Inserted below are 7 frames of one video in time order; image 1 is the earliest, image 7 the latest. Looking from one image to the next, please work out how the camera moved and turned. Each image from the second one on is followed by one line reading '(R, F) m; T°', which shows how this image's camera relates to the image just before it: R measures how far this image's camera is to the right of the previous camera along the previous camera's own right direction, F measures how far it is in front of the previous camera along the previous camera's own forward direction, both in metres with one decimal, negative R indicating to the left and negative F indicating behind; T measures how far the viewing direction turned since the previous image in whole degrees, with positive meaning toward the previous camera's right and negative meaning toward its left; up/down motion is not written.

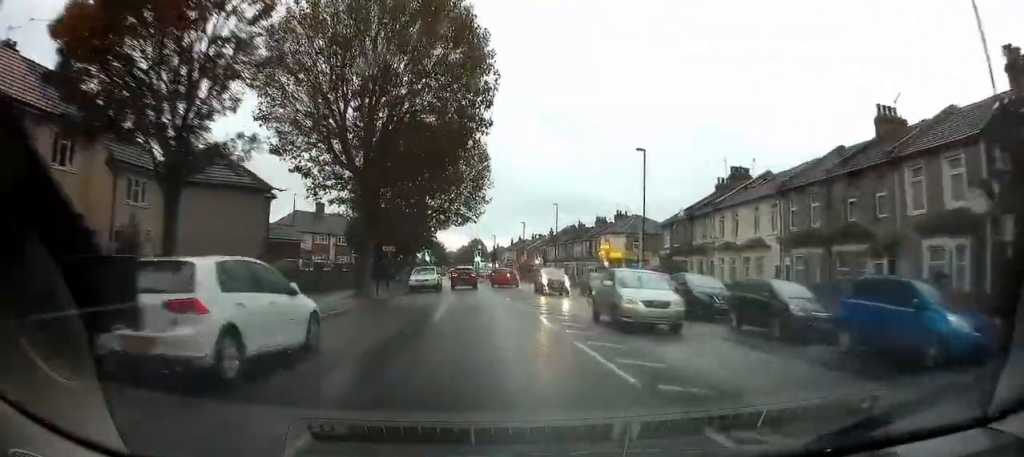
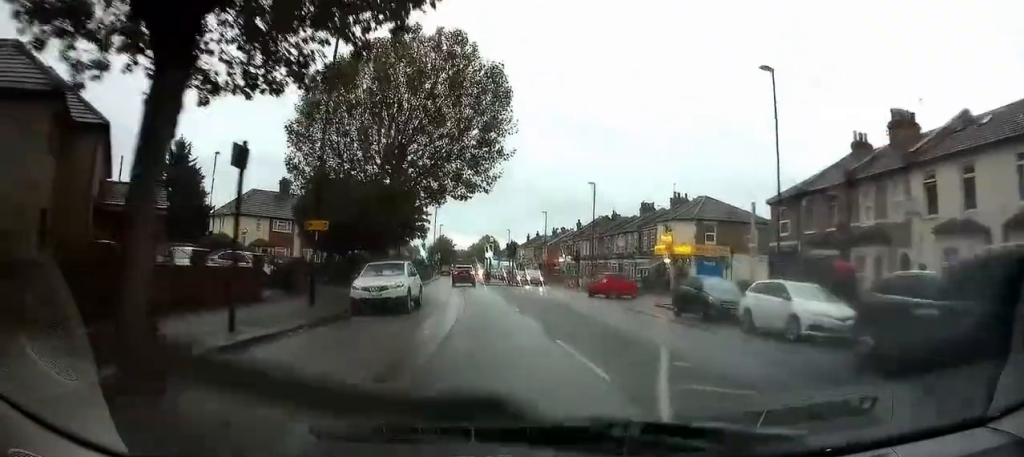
(-0.1, +17.5) m; -2°
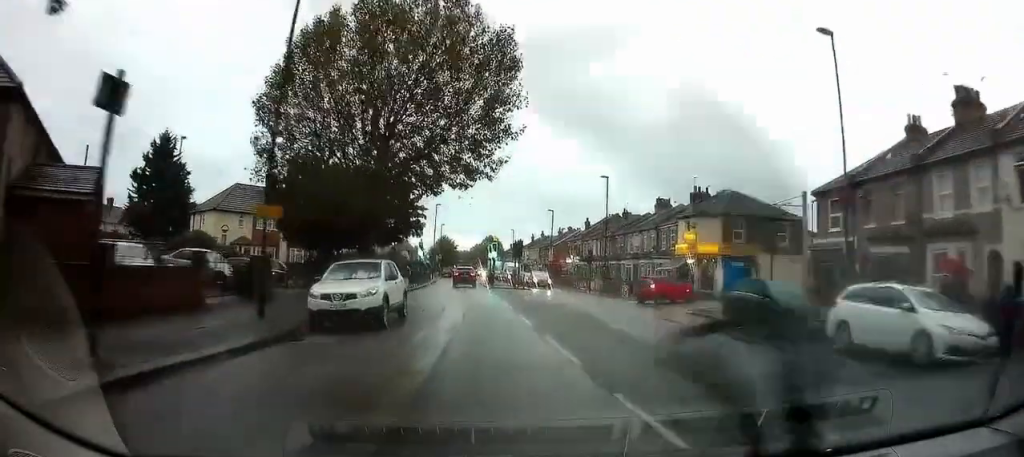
(-0.2, +4.6) m; 0°
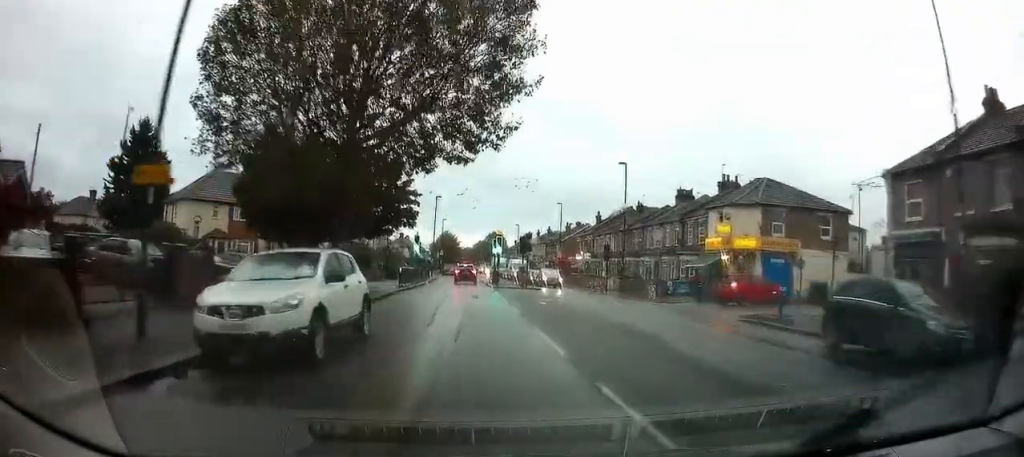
(+0.1, +5.5) m; +1°
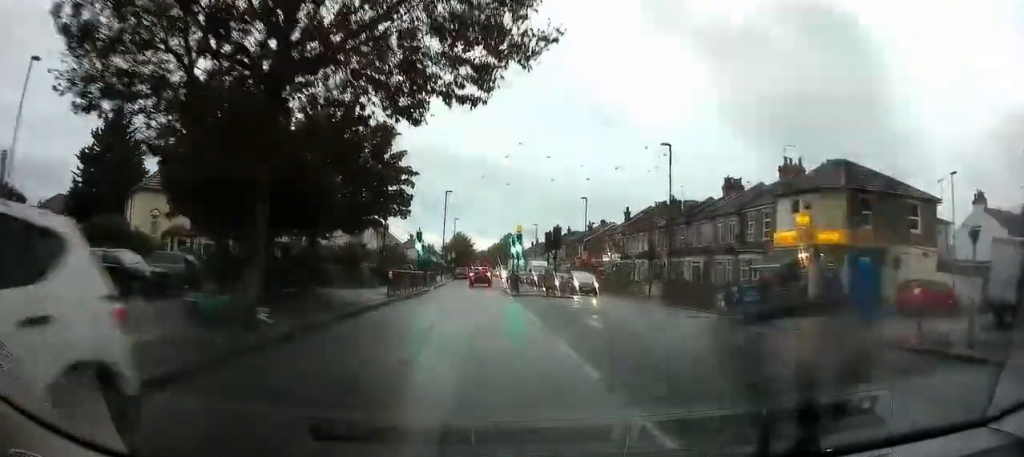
(+0.1, +7.9) m; 0°
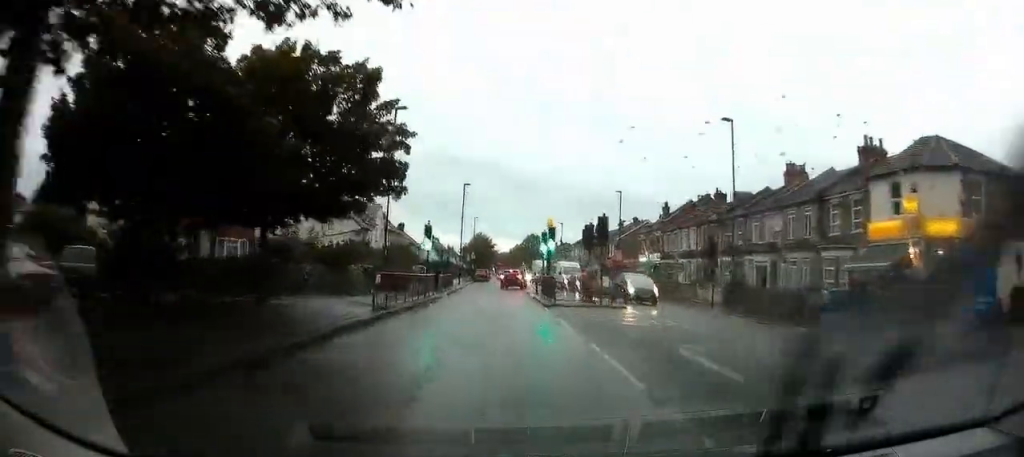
(-0.1, +7.0) m; -3°
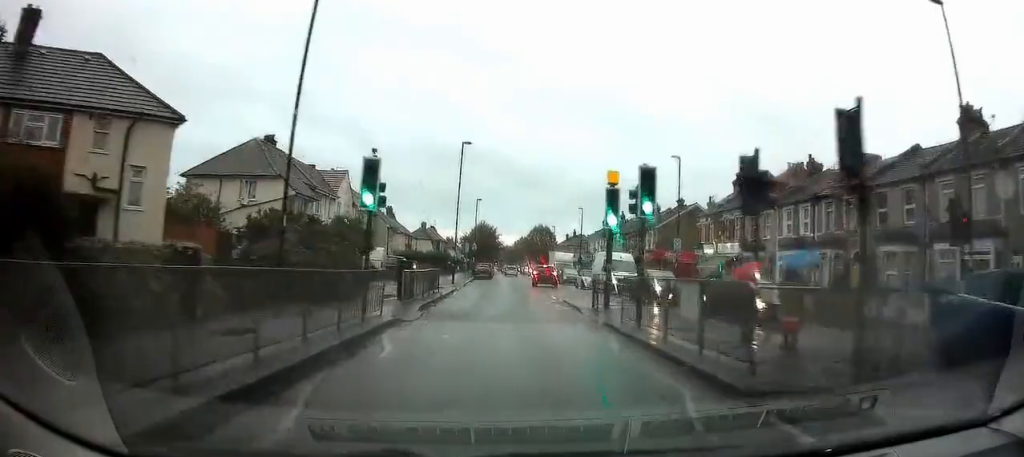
(-0.9, +16.6) m; -1°
